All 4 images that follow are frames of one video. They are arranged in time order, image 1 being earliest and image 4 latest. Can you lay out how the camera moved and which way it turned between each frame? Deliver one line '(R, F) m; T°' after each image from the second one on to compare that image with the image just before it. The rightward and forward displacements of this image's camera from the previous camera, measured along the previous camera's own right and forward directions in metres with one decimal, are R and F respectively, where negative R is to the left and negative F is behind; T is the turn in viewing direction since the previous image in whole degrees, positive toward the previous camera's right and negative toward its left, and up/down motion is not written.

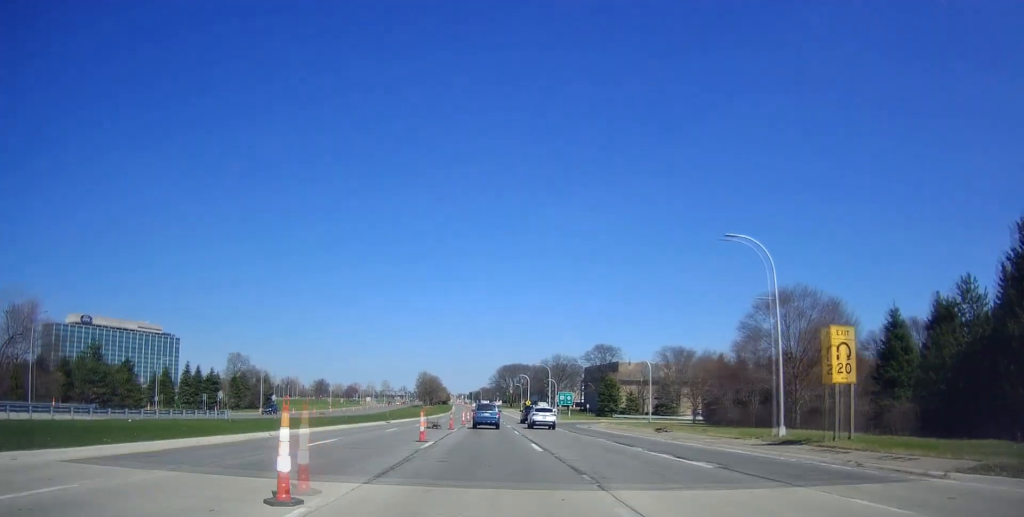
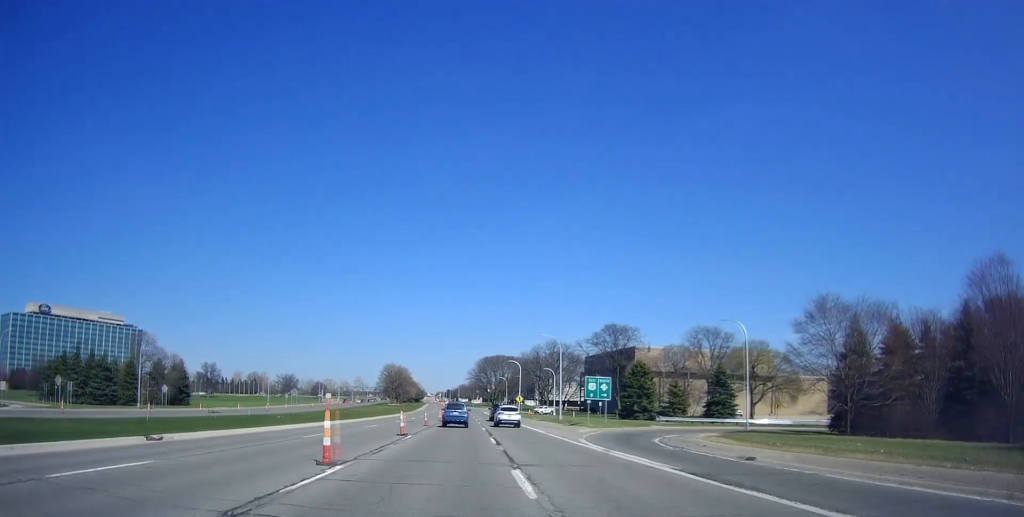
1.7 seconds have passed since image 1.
(+0.2, +39.5) m; +1°
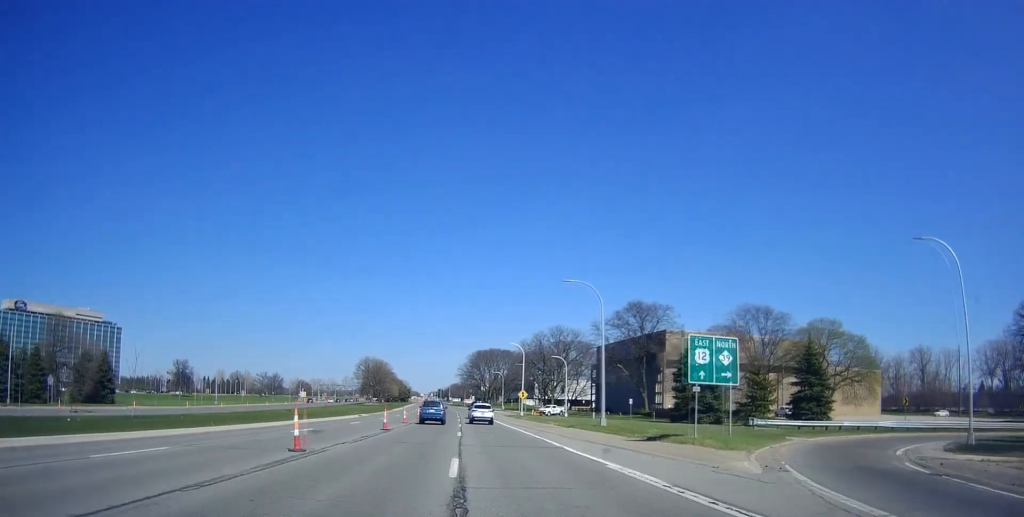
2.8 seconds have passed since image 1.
(+0.3, +27.6) m; 0°
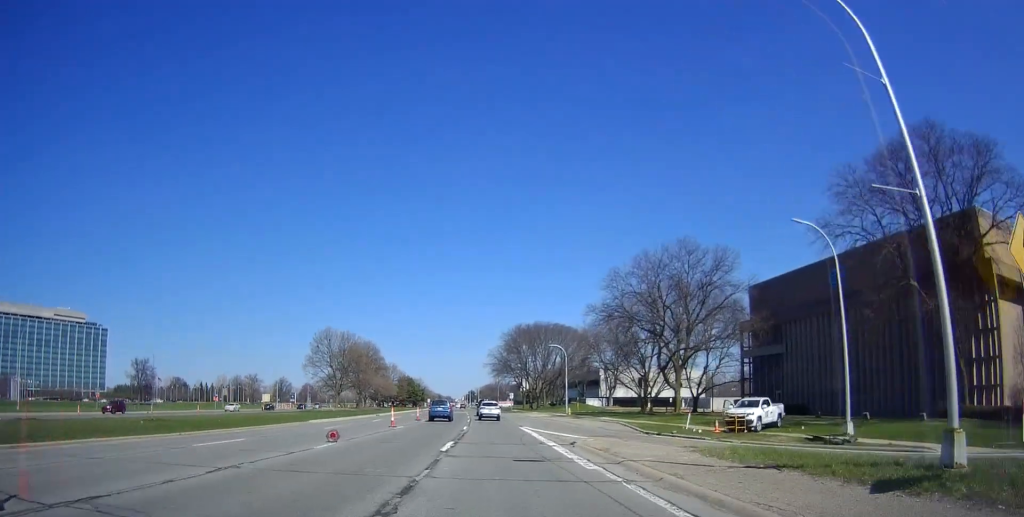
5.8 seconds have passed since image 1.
(-1.3, +69.4) m; -3°
